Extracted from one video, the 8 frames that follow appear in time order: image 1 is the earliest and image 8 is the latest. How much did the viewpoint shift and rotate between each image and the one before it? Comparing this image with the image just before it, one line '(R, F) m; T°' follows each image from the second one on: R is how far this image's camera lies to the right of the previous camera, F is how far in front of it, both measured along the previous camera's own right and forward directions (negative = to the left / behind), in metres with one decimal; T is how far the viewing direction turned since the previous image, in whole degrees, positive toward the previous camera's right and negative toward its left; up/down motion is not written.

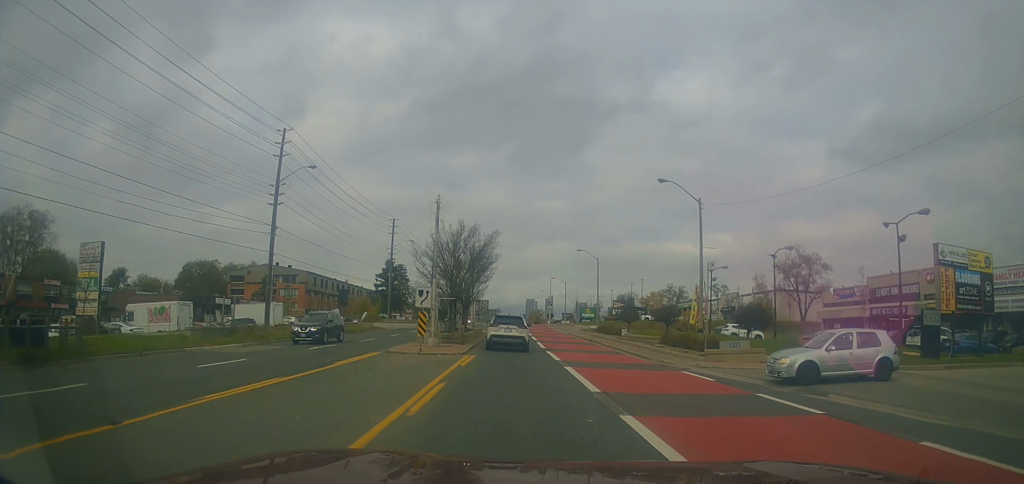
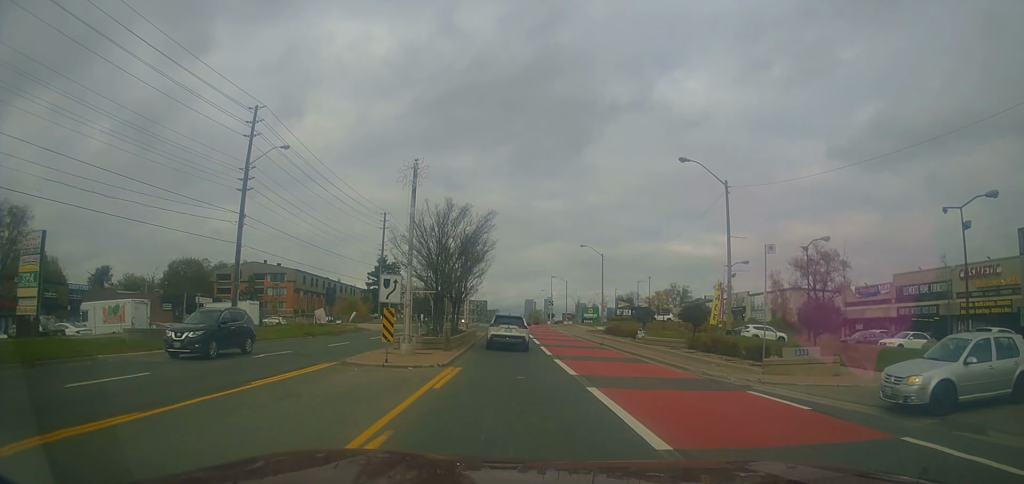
(+0.3, +5.3) m; +1°
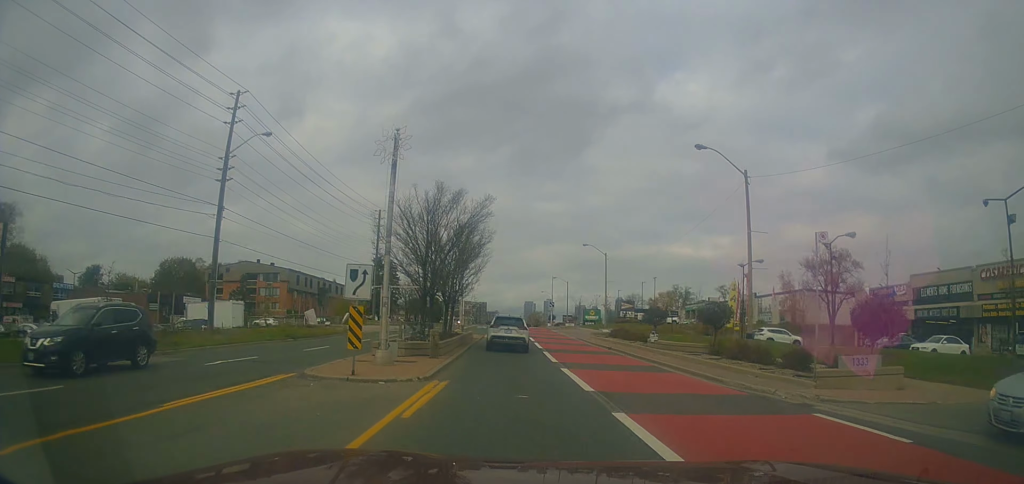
(+0.3, +3.1) m; -1°
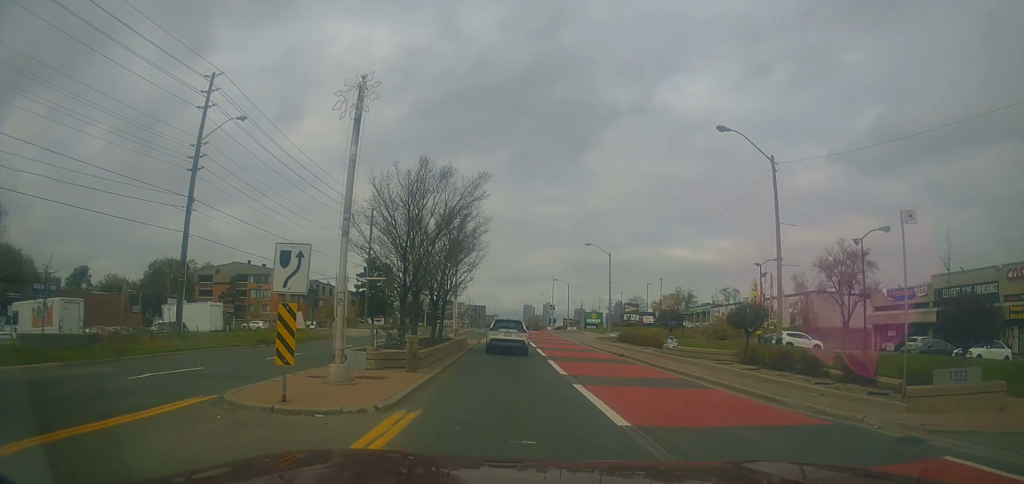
(-0.4, +3.7) m; -1°
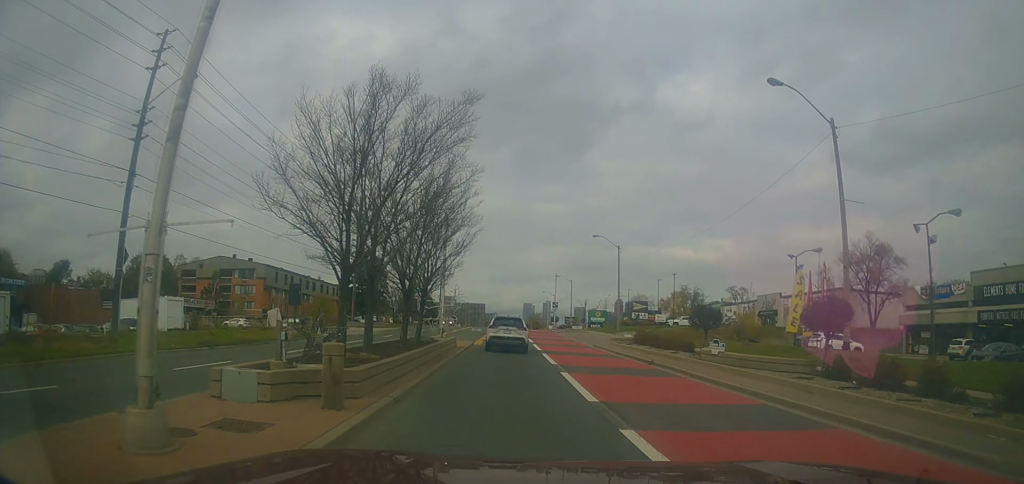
(-0.2, +6.0) m; 0°
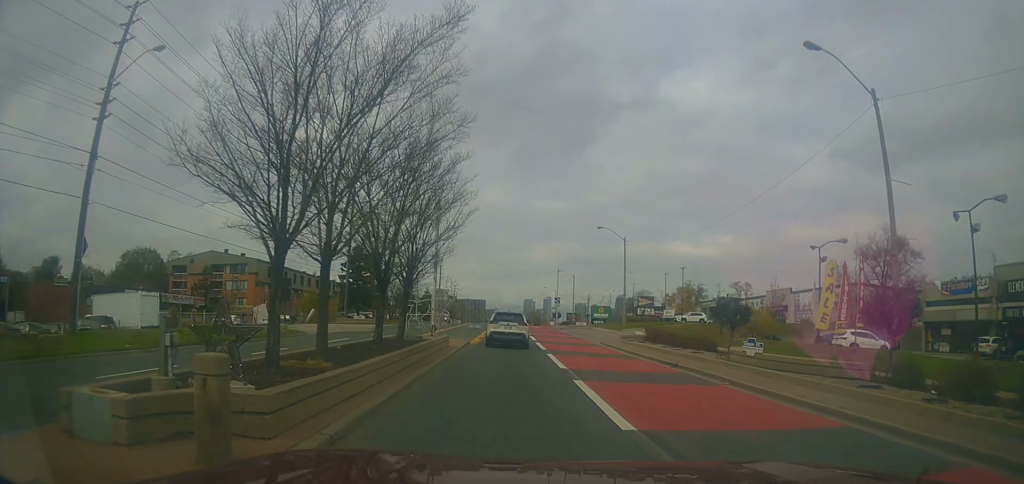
(+0.2, +3.3) m; +1°
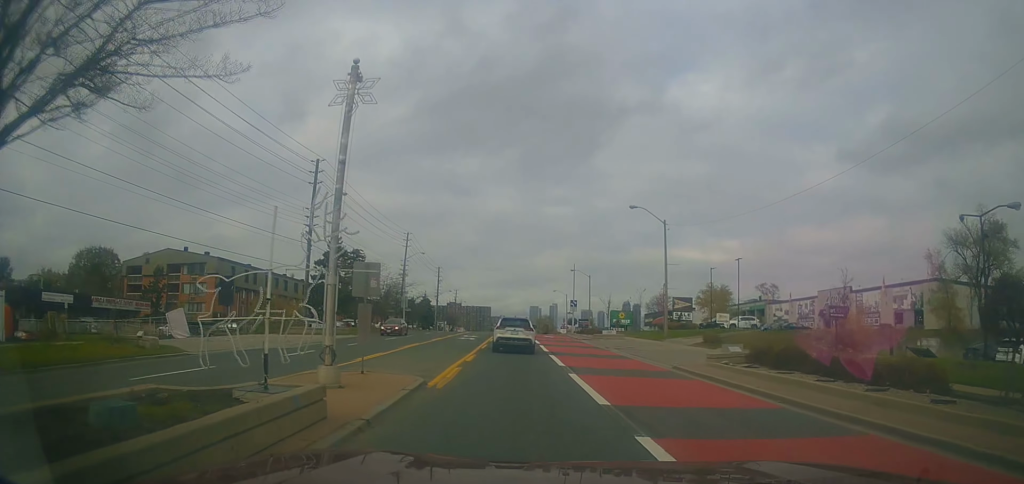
(-0.9, +15.3) m; -3°
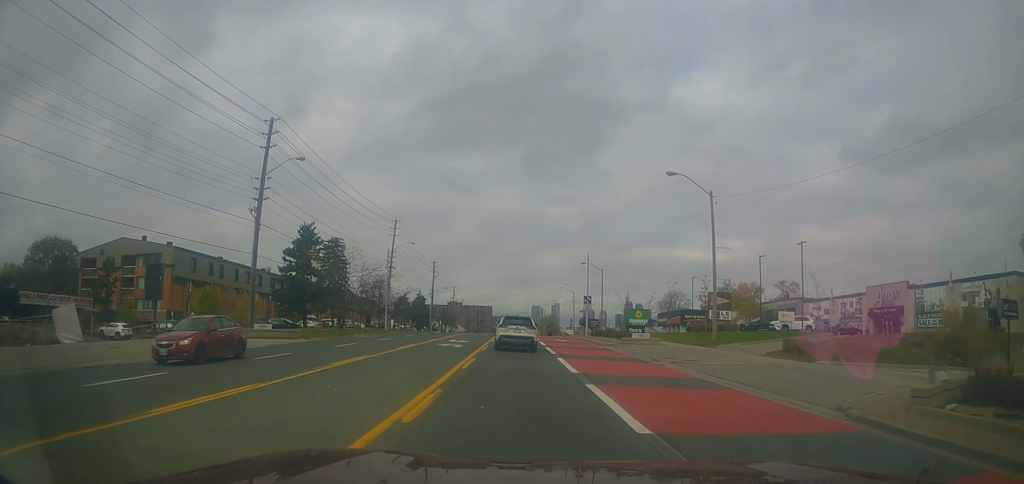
(+0.7, +11.9) m; +2°
